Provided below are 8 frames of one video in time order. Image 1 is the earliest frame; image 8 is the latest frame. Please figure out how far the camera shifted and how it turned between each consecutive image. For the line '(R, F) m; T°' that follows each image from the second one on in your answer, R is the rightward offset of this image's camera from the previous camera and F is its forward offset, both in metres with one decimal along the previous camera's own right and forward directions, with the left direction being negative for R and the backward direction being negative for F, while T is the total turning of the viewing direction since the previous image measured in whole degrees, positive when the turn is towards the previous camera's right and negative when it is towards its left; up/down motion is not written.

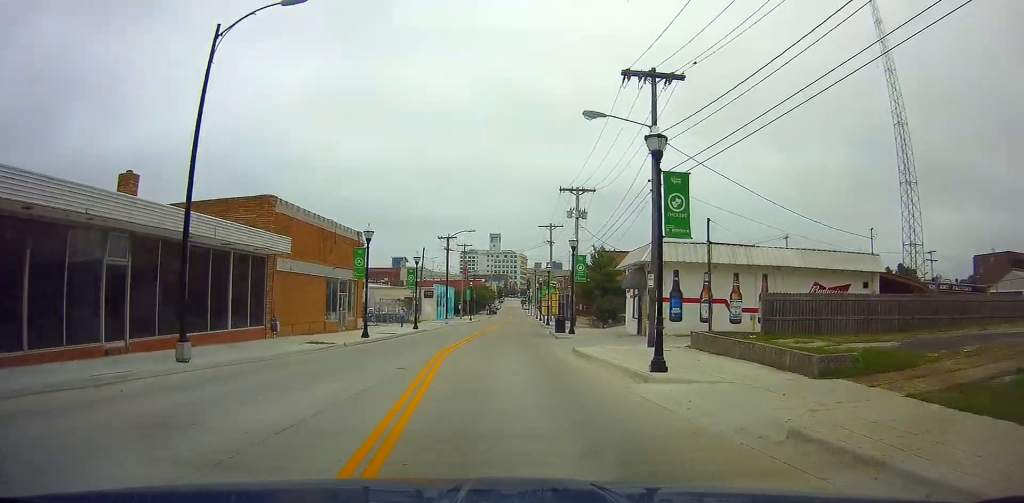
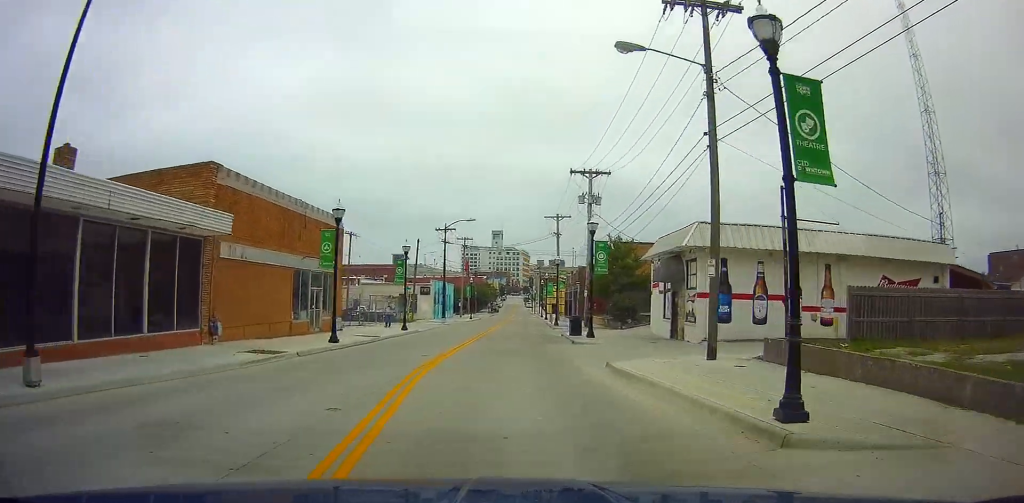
(+0.1, +5.8) m; 0°
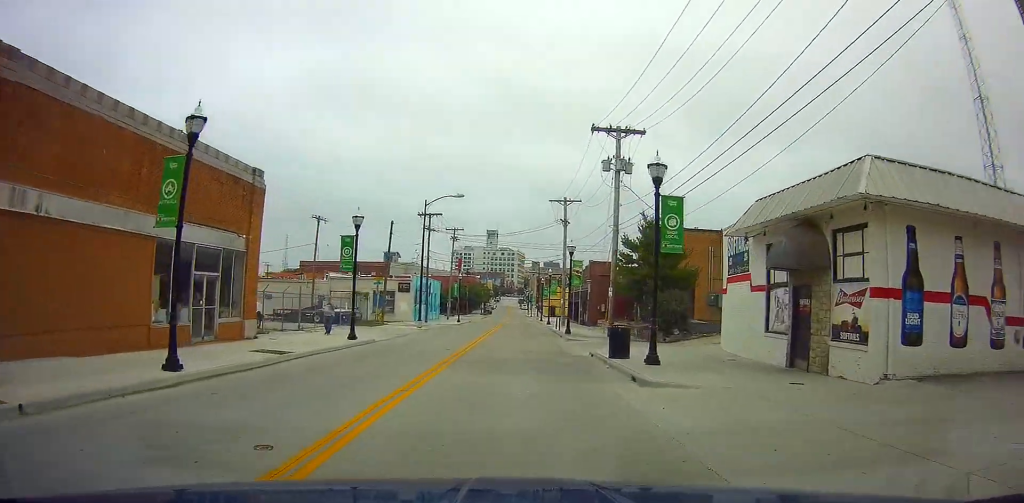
(0.0, +11.4) m; +1°
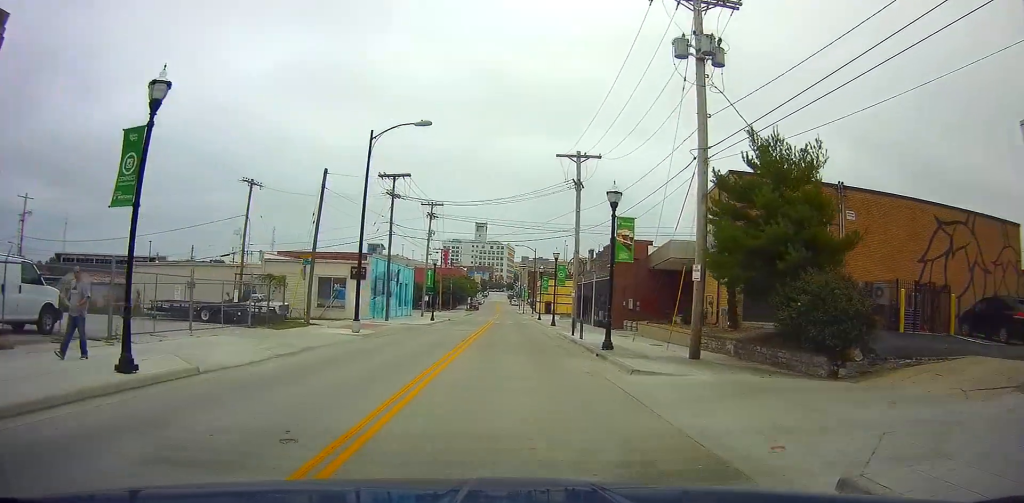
(+0.2, +15.1) m; +1°
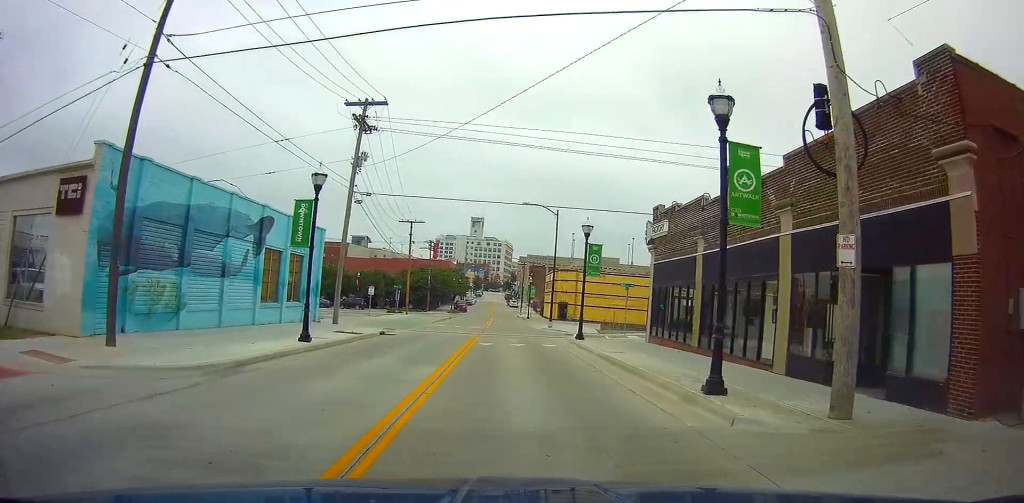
(+0.3, +31.3) m; +1°
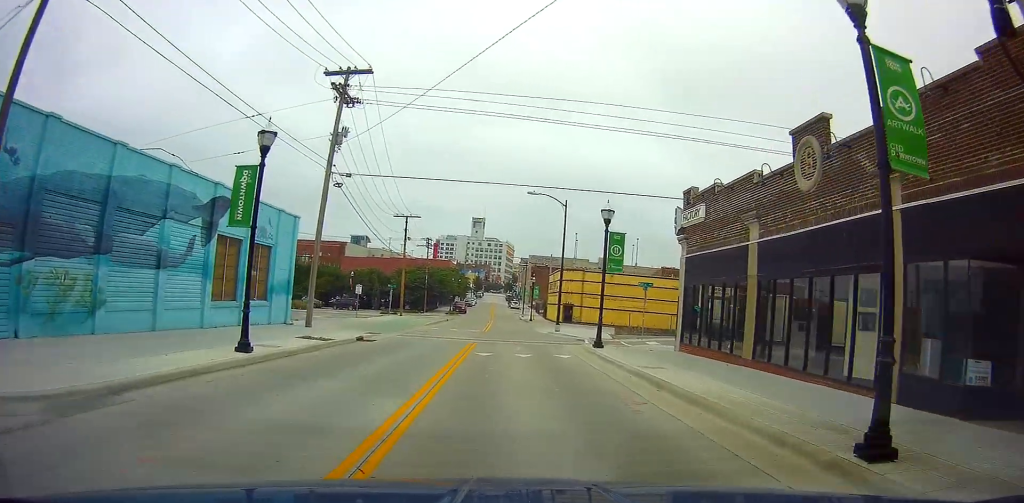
(+0.1, +4.5) m; 0°
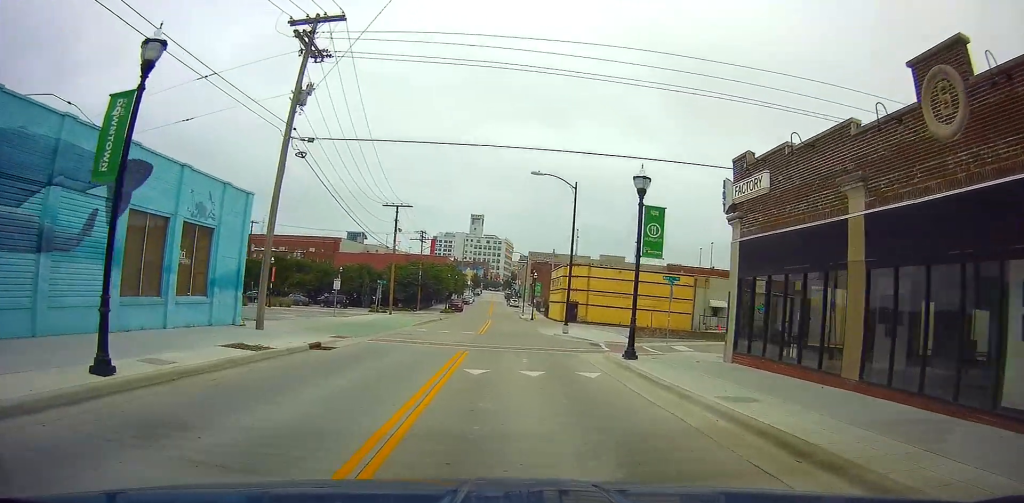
(-0.1, +5.3) m; 0°
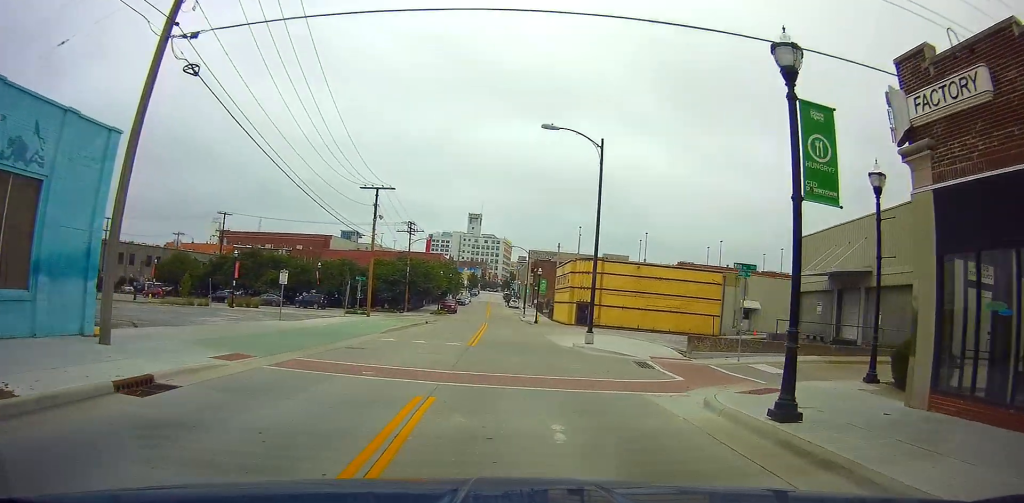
(0.0, +9.0) m; 0°
